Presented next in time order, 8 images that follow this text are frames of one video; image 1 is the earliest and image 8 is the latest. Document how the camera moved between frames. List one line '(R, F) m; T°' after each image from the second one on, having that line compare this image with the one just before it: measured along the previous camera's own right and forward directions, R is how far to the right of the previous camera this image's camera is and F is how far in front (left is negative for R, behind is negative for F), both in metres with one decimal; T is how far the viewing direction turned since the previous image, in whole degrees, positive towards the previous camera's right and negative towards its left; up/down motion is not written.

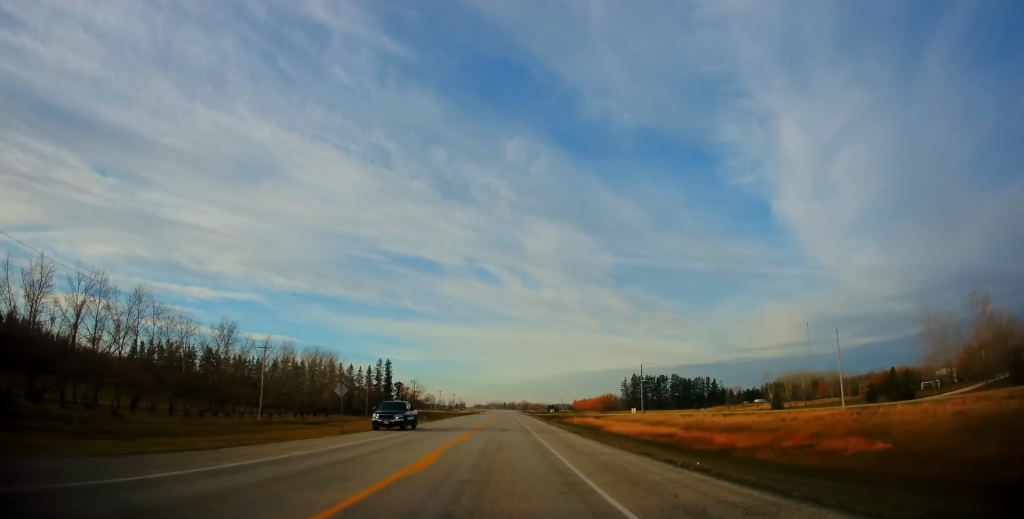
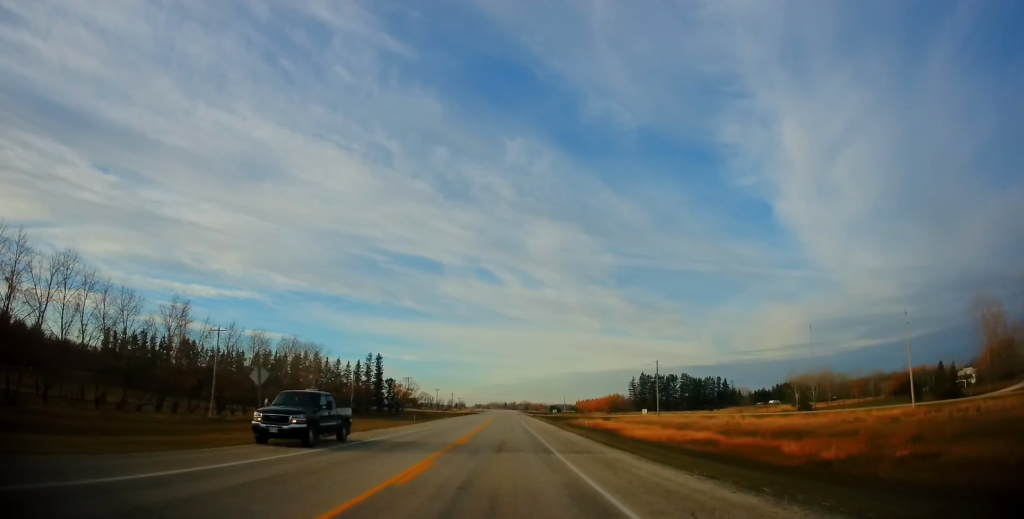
(-0.1, +13.1) m; 0°
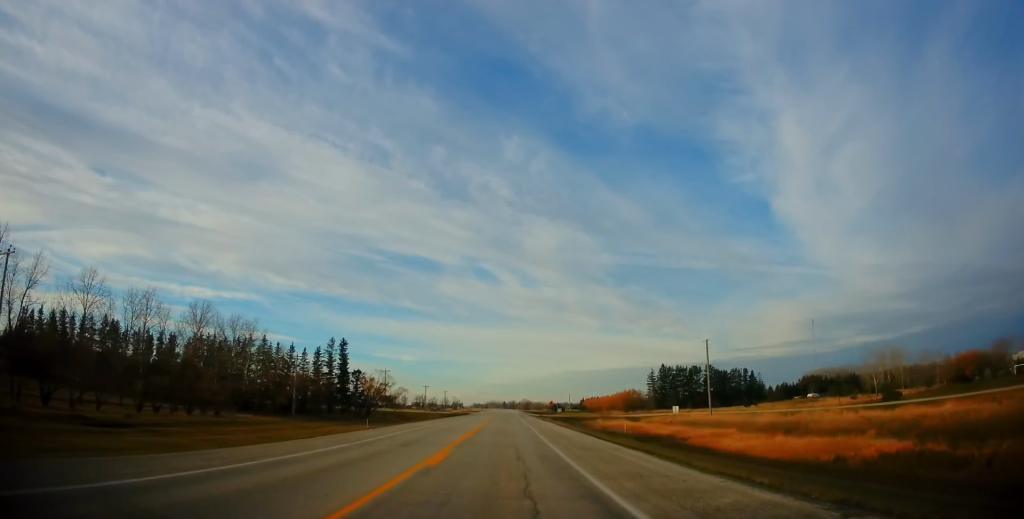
(+0.3, +29.9) m; 0°
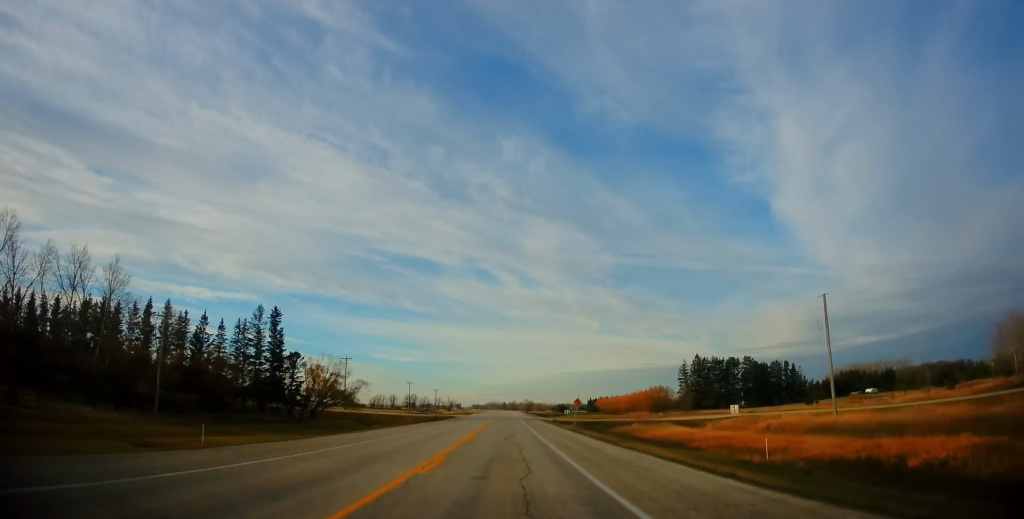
(-0.2, +31.9) m; 0°
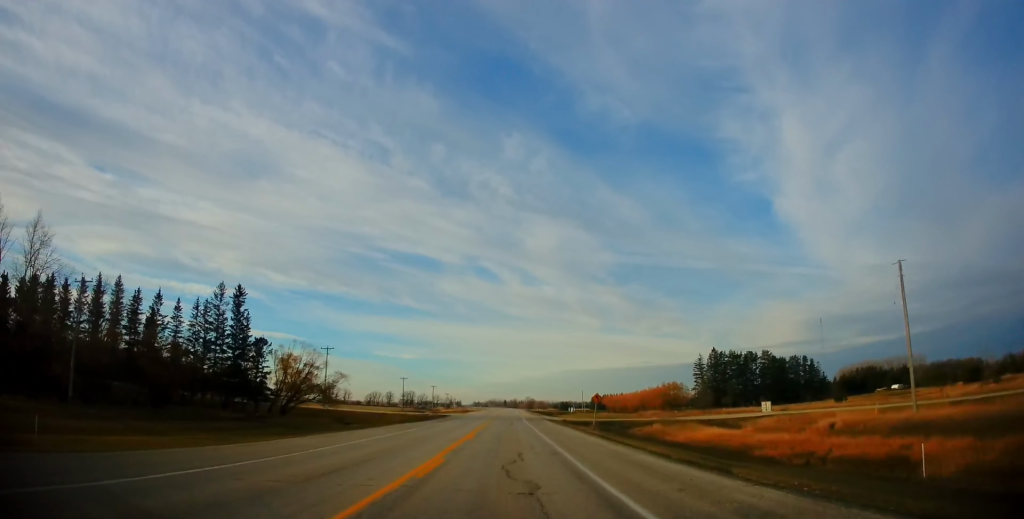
(0.0, +11.8) m; 0°
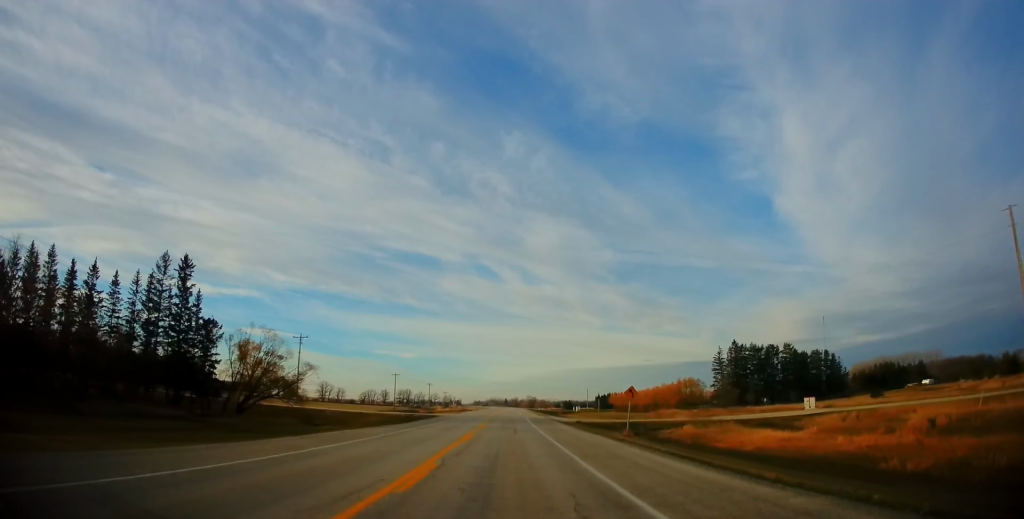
(0.0, +13.6) m; 0°
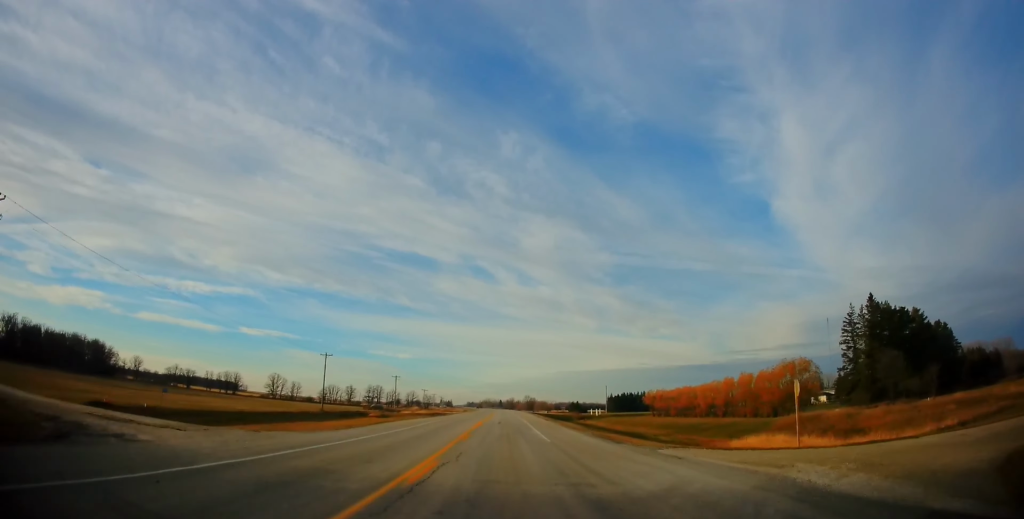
(+0.8, +66.8) m; +1°
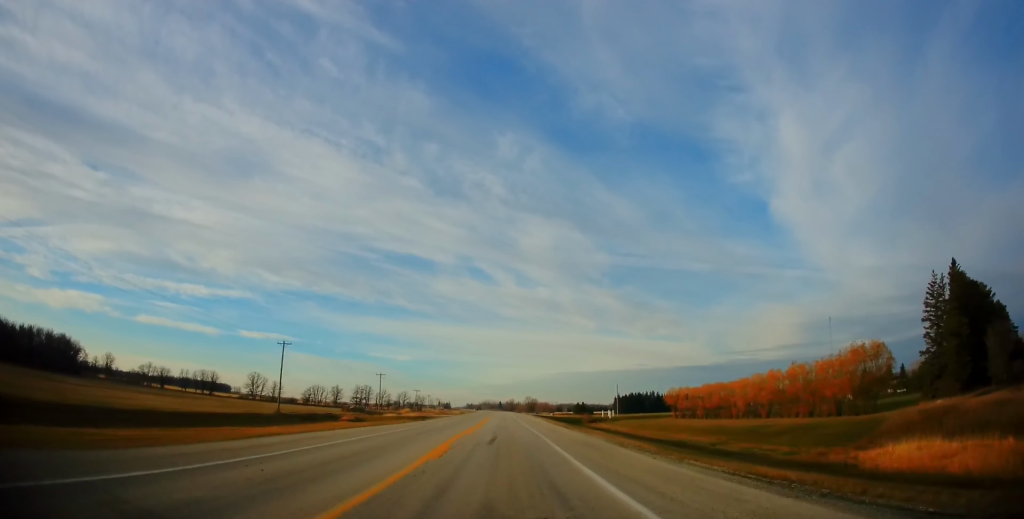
(-0.2, +22.4) m; 0°
